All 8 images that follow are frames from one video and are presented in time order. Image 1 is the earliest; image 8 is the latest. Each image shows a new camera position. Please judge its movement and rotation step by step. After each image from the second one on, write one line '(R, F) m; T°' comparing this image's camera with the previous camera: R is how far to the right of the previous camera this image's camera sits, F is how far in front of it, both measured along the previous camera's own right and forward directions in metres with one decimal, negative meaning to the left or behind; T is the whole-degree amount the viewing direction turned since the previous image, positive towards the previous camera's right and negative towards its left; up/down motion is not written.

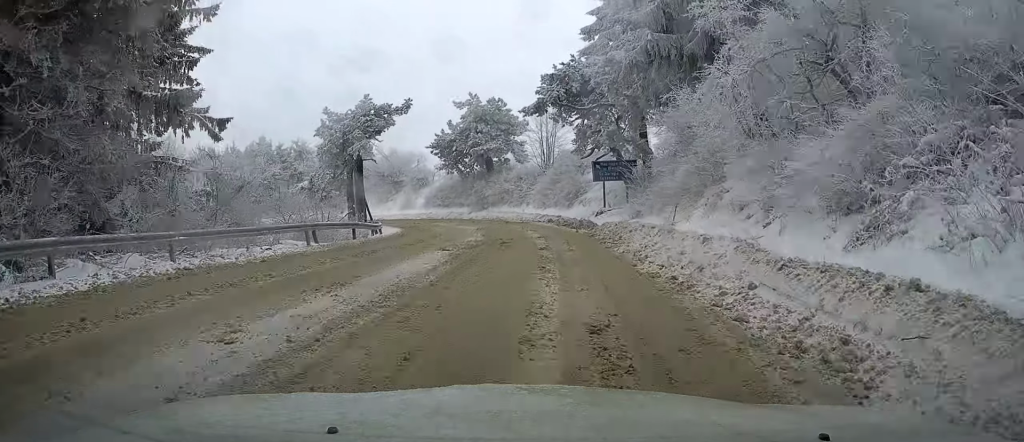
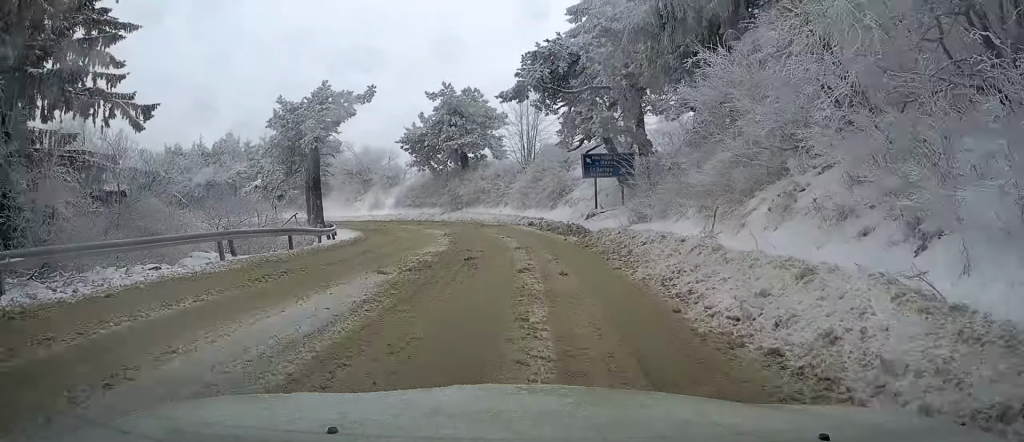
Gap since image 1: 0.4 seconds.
(+0.1, +4.9) m; +1°
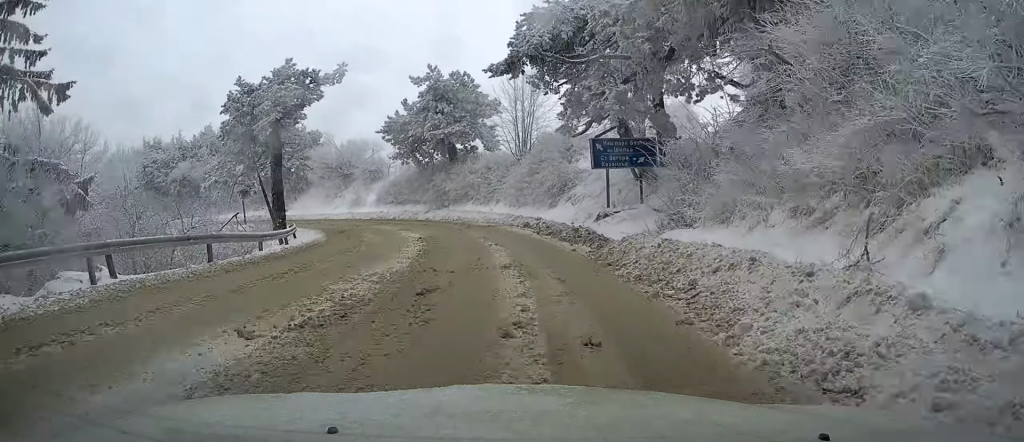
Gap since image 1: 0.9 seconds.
(0.0, +5.2) m; +1°
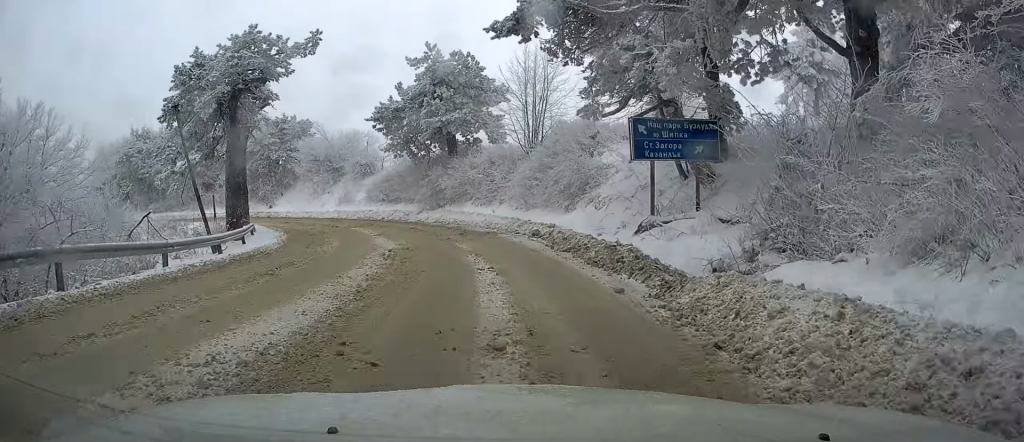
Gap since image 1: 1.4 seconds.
(+0.2, +5.6) m; -2°
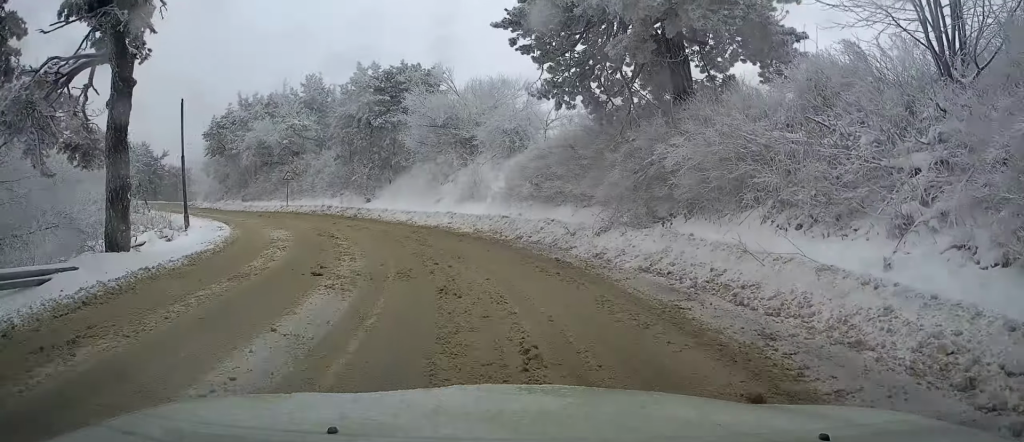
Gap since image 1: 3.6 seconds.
(-3.1, +20.5) m; -20°
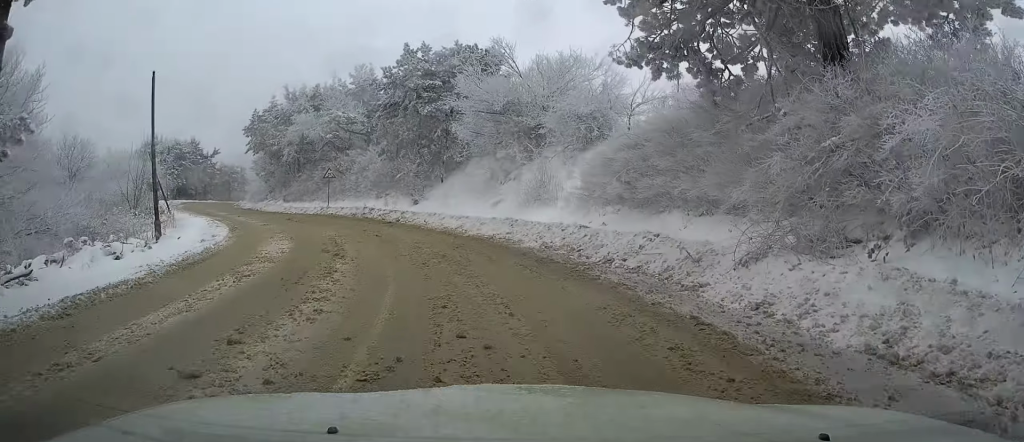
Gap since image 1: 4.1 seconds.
(-0.3, +5.3) m; -6°
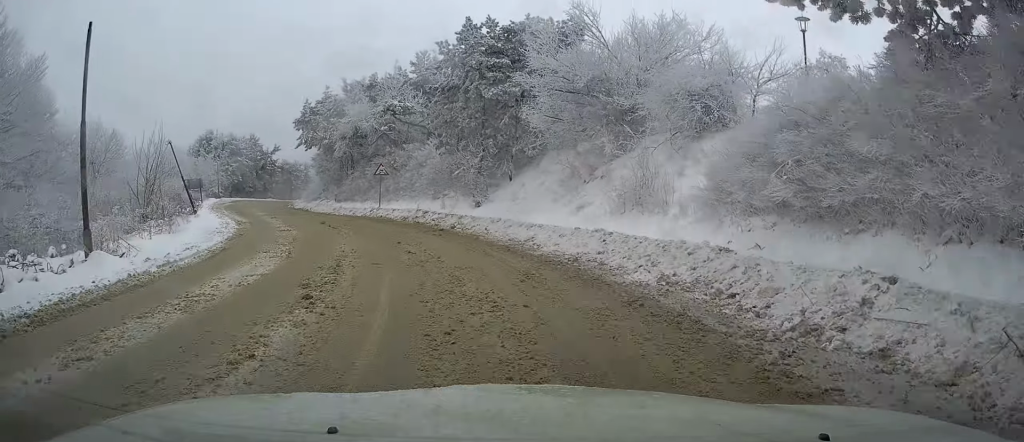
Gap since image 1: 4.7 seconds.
(-0.2, +5.3) m; -6°
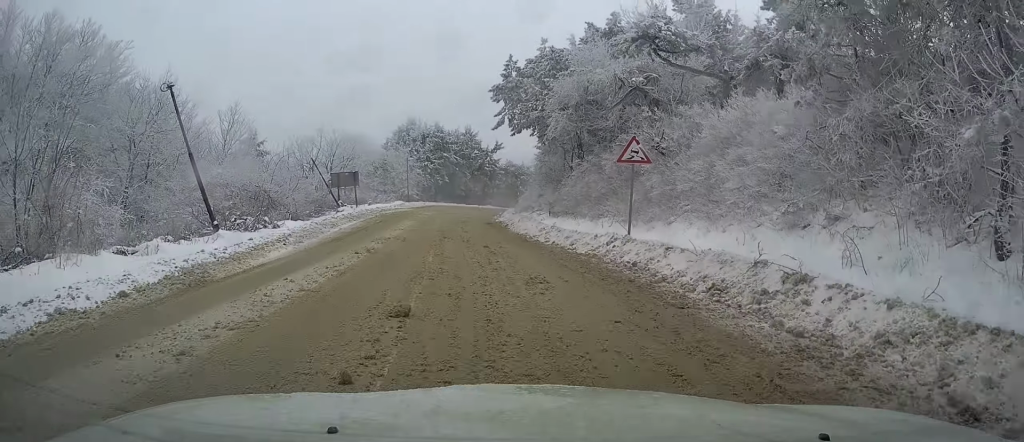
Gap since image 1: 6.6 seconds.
(-3.7, +18.6) m; -19°
